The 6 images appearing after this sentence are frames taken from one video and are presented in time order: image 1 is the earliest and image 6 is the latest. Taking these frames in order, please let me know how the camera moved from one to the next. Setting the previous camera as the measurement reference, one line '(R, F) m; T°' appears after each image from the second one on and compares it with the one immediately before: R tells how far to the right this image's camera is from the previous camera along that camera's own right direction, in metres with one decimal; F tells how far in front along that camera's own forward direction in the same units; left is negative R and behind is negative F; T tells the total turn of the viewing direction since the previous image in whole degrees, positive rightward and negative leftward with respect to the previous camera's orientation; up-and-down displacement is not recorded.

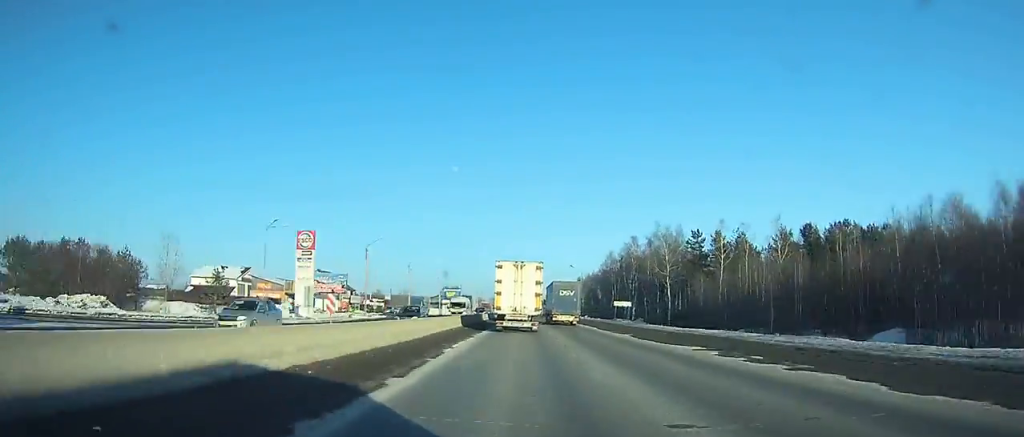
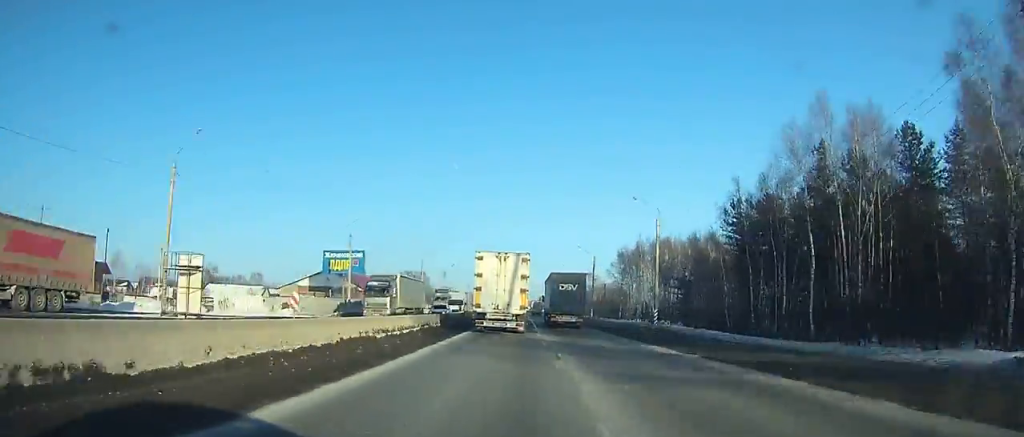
(0.0, +118.9) m; 0°
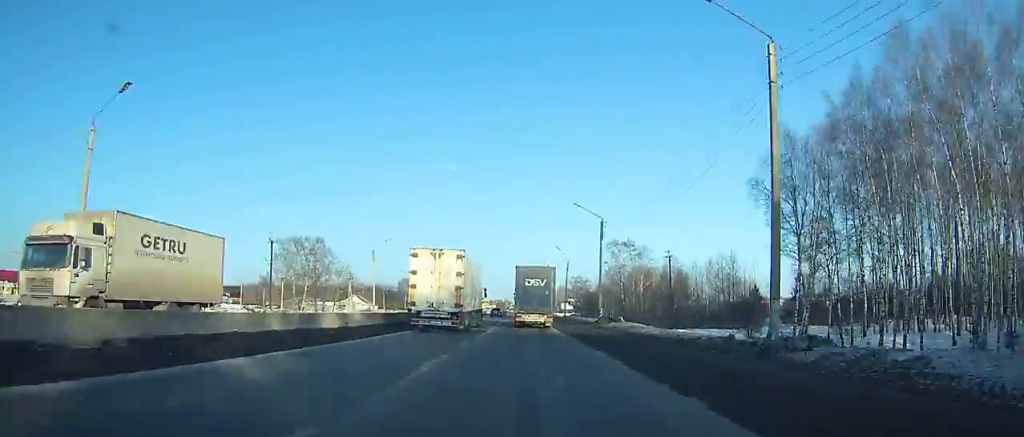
(+0.5, +107.1) m; 0°
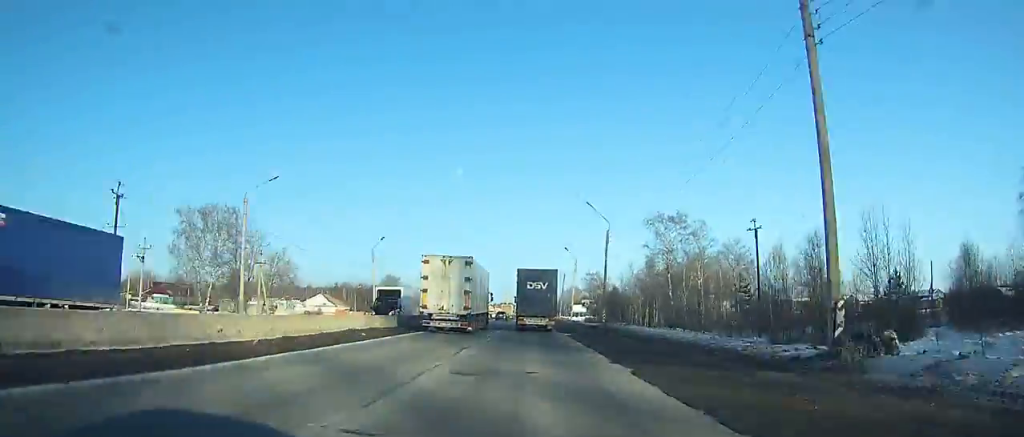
(+0.1, +39.8) m; 0°
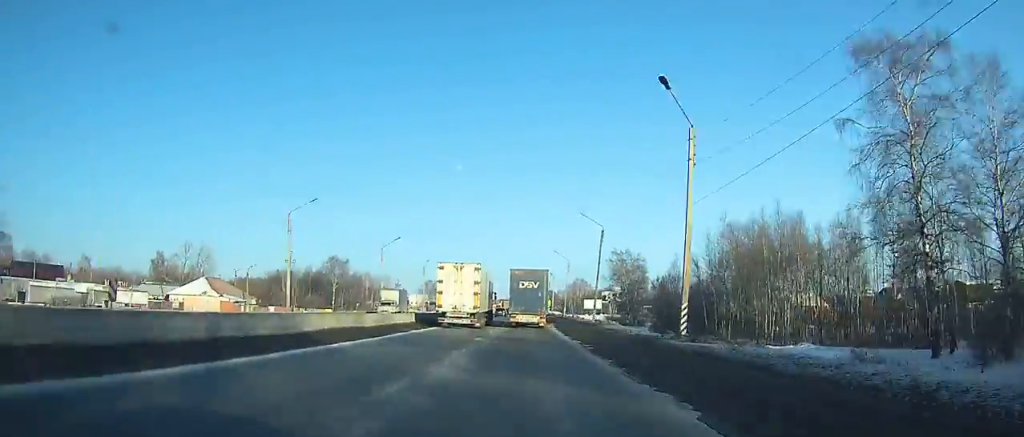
(-0.3, +63.6) m; 0°
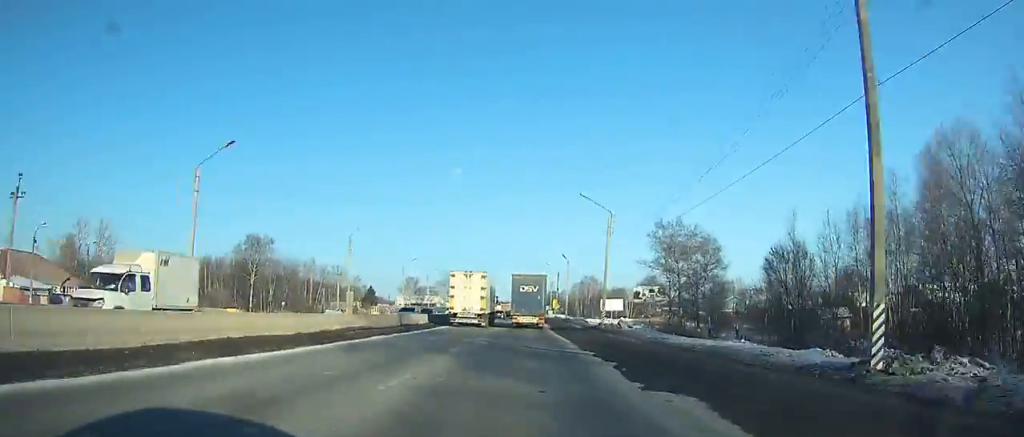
(+0.1, +53.5) m; 0°
